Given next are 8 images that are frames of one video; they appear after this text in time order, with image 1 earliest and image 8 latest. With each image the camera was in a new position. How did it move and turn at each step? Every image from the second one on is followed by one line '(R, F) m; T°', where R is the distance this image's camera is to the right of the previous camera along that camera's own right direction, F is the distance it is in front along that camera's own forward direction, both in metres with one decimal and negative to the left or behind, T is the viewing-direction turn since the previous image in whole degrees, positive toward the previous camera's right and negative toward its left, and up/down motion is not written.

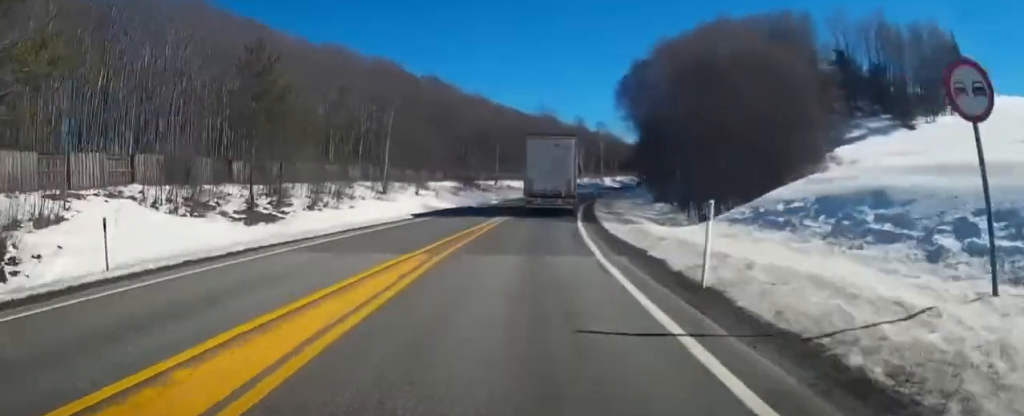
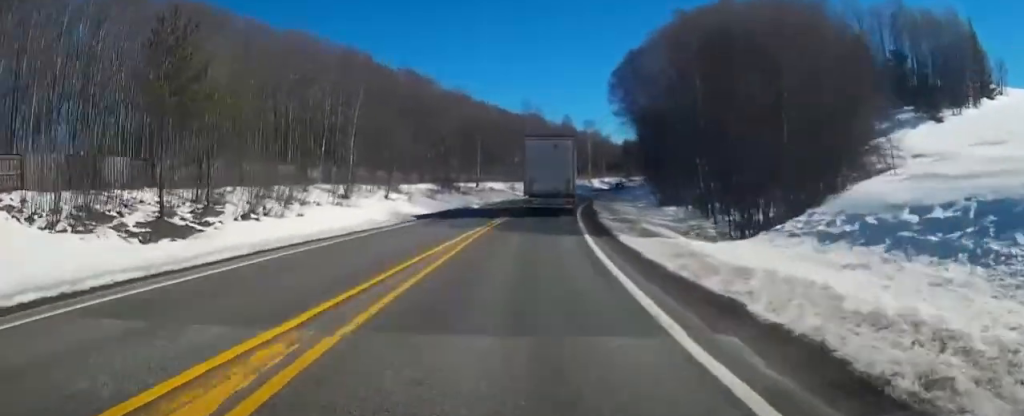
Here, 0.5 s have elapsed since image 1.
(+0.1, +7.5) m; +1°
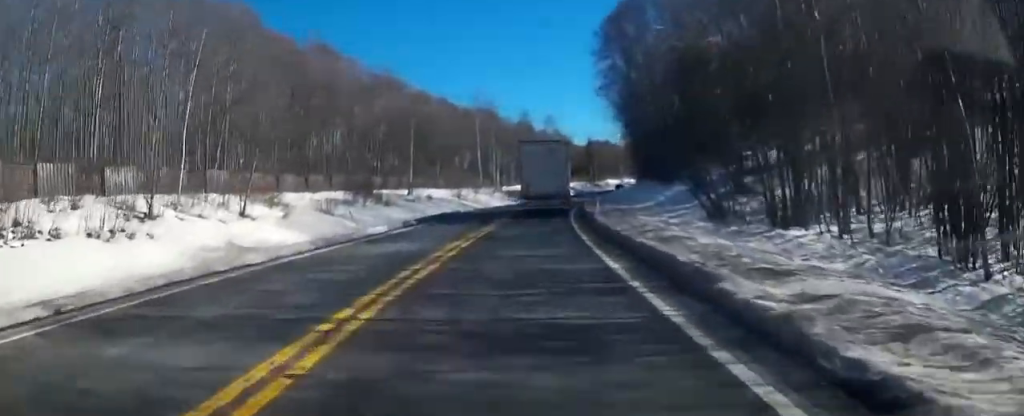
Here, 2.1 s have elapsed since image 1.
(+0.5, +21.6) m; +5°
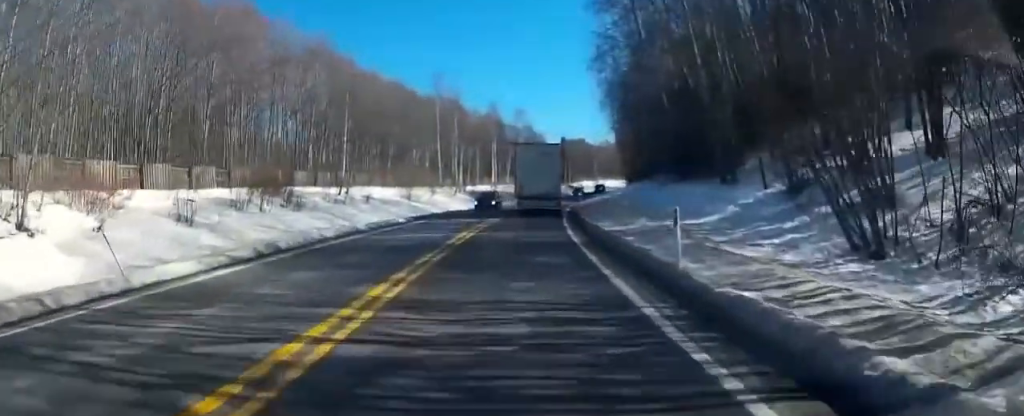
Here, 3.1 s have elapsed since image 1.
(+0.8, +14.9) m; +4°
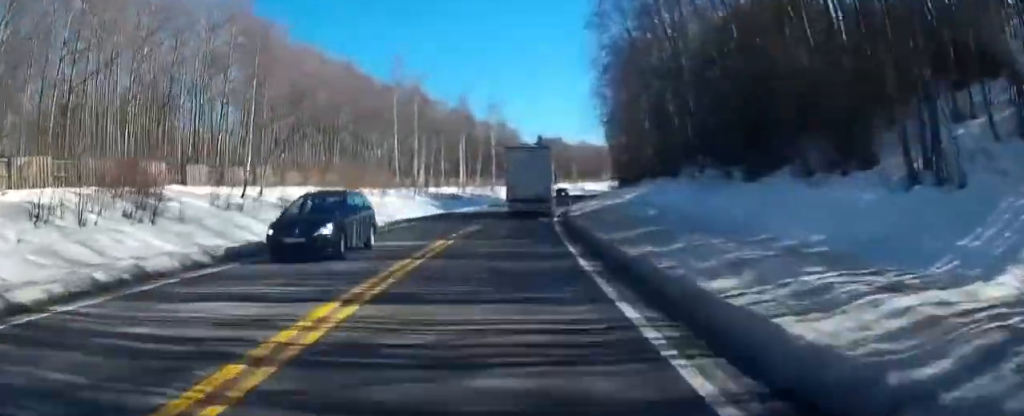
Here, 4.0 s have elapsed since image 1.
(+0.3, +13.8) m; +1°
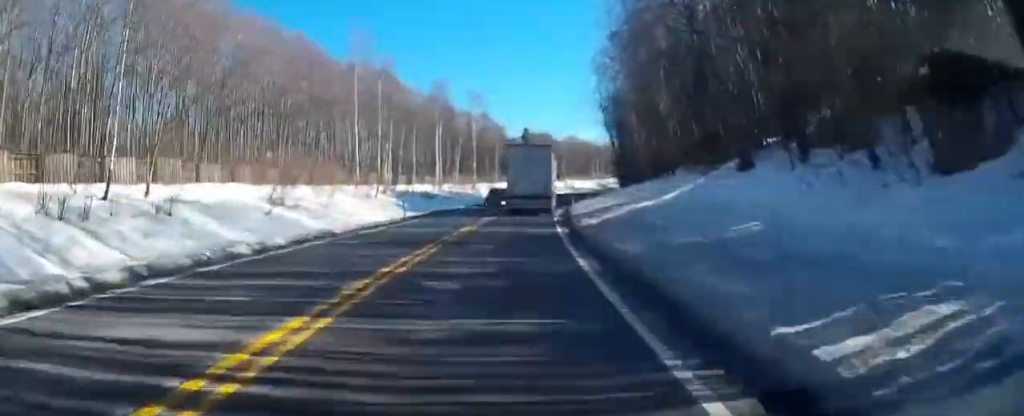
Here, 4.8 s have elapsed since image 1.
(0.0, +11.9) m; 0°
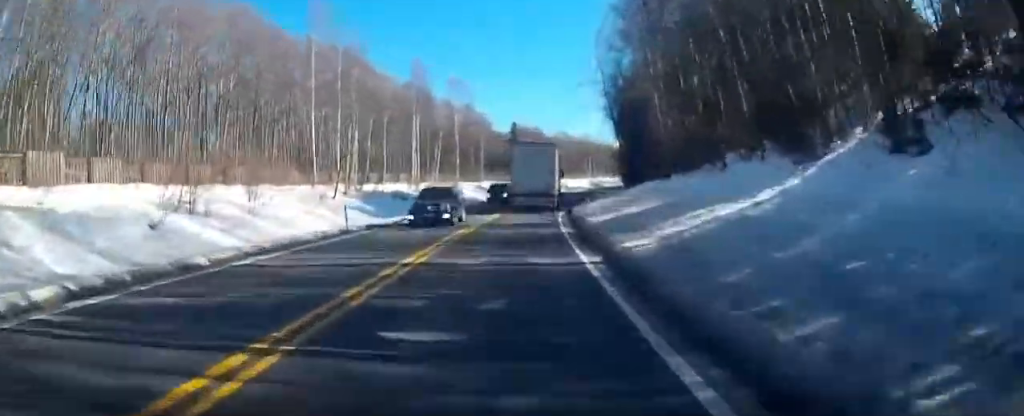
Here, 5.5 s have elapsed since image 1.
(-0.1, +10.0) m; +1°
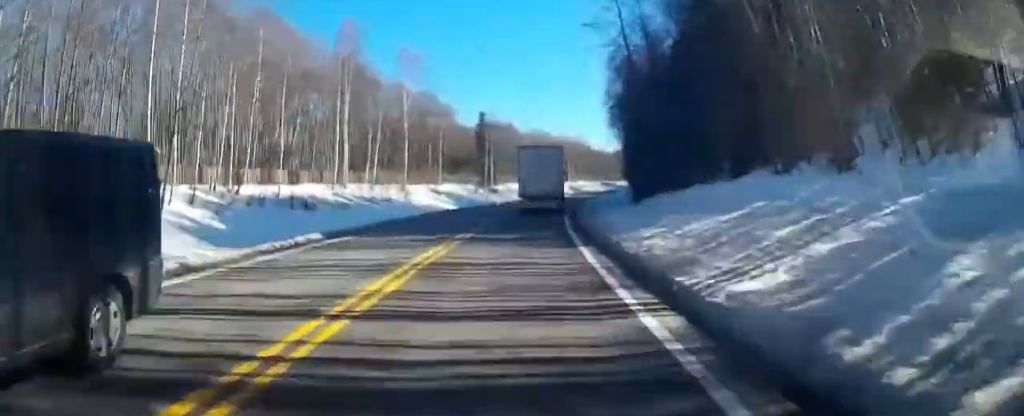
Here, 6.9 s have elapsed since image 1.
(+0.9, +20.6) m; +5°
